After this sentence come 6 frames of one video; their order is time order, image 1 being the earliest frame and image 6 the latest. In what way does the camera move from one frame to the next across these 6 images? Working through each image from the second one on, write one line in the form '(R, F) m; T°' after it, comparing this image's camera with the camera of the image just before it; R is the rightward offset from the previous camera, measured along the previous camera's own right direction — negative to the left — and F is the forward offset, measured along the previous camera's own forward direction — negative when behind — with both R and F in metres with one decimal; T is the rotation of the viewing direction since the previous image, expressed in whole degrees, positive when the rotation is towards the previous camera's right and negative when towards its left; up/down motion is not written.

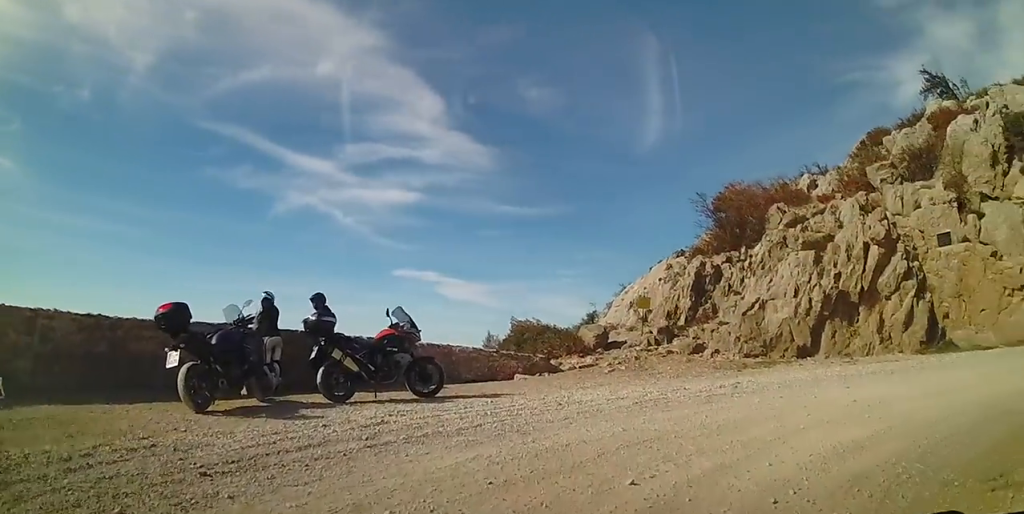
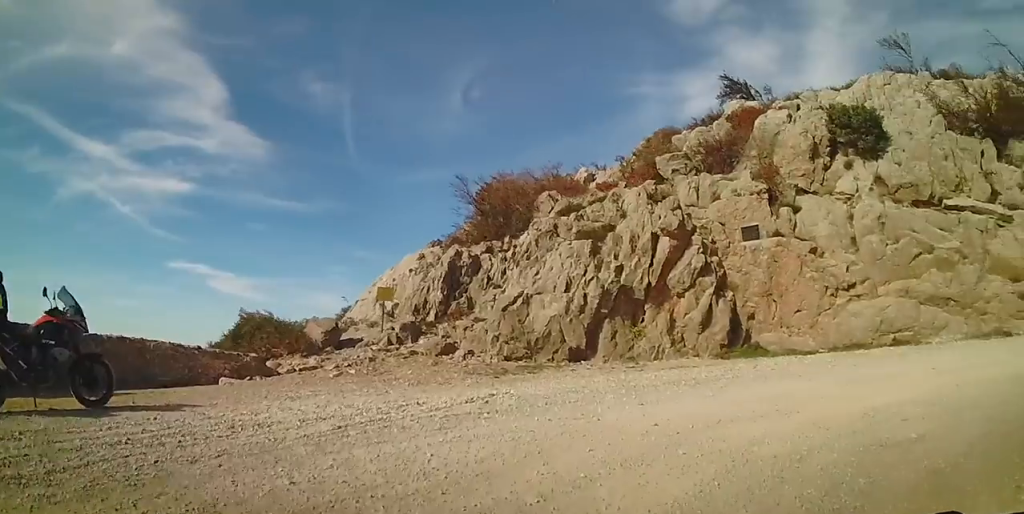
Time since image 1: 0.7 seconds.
(+0.3, +1.8) m; +25°
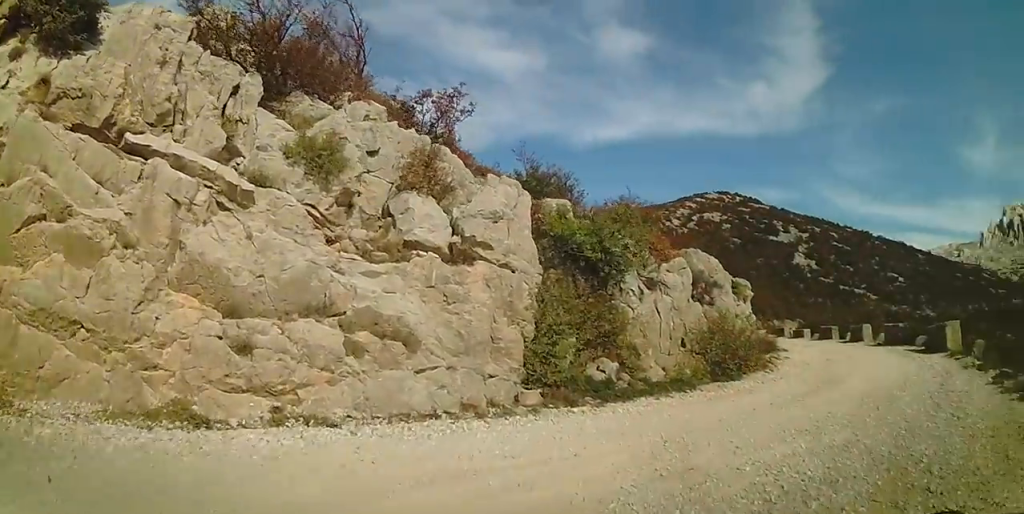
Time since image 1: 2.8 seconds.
(+3.4, +4.6) m; +71°
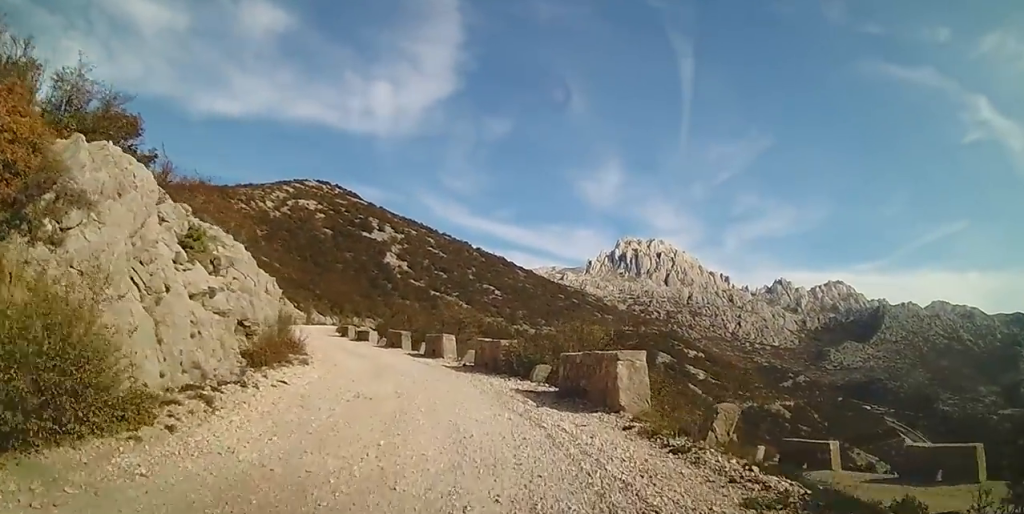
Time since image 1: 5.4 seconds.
(+4.6, +8.0) m; +34°
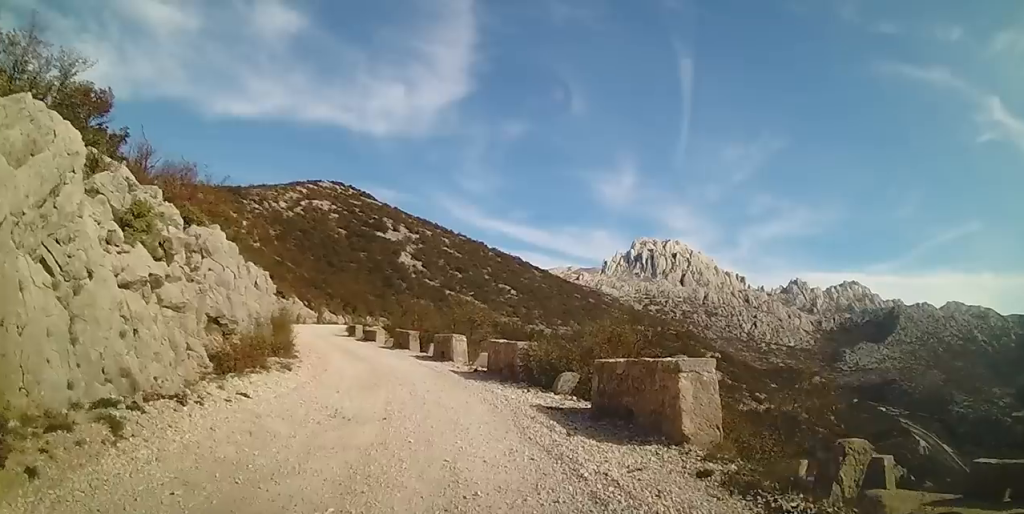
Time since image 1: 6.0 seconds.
(-0.1, +2.4) m; -2°
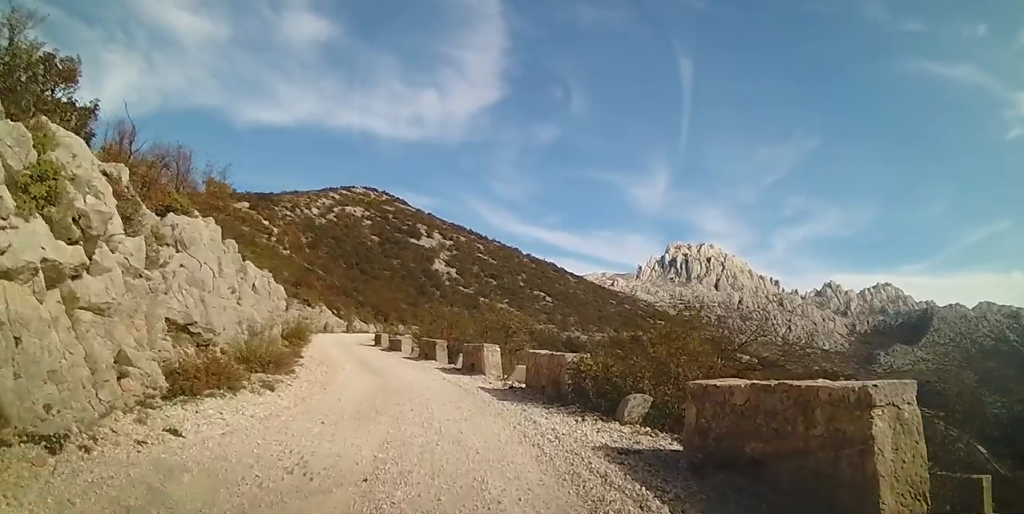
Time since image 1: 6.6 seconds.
(0.0, +2.9) m; -3°
